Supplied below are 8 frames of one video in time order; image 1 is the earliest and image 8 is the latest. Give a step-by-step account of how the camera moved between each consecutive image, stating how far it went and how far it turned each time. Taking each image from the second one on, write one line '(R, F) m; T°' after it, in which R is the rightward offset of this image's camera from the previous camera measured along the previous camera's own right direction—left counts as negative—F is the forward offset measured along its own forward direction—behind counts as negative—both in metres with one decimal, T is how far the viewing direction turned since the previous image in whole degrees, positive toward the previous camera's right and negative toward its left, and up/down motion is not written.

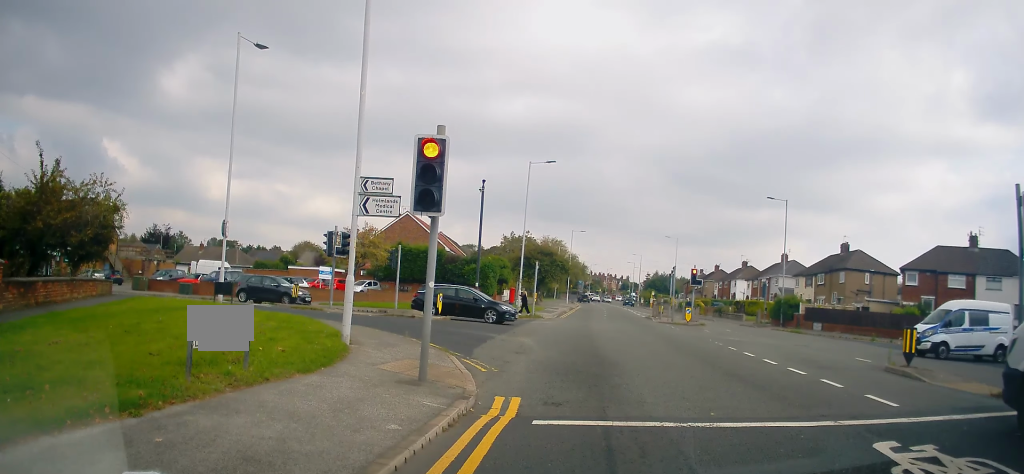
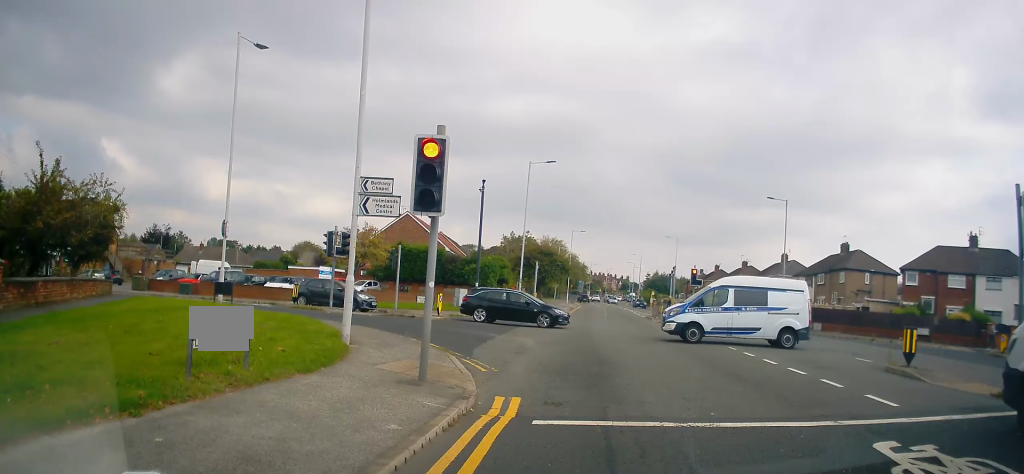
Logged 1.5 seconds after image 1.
(0.0, 0.0) m; 0°
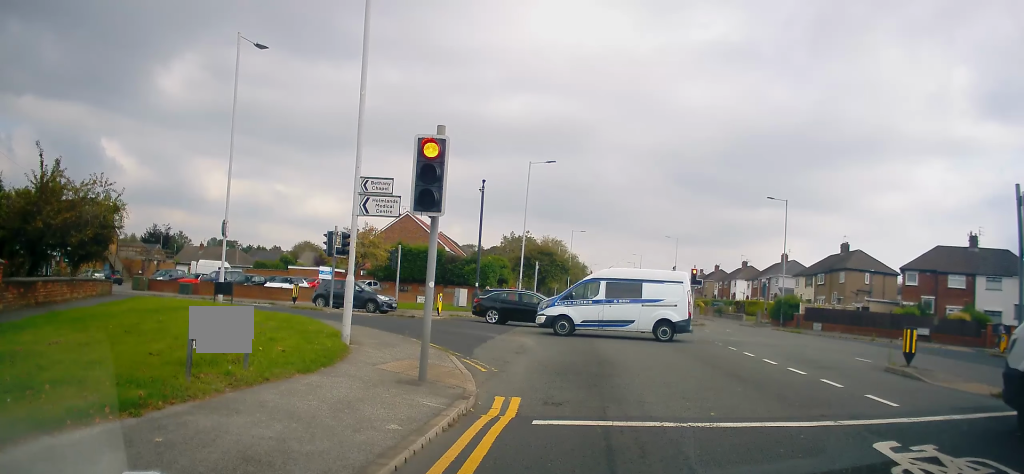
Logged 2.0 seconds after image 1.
(0.0, 0.0) m; 0°
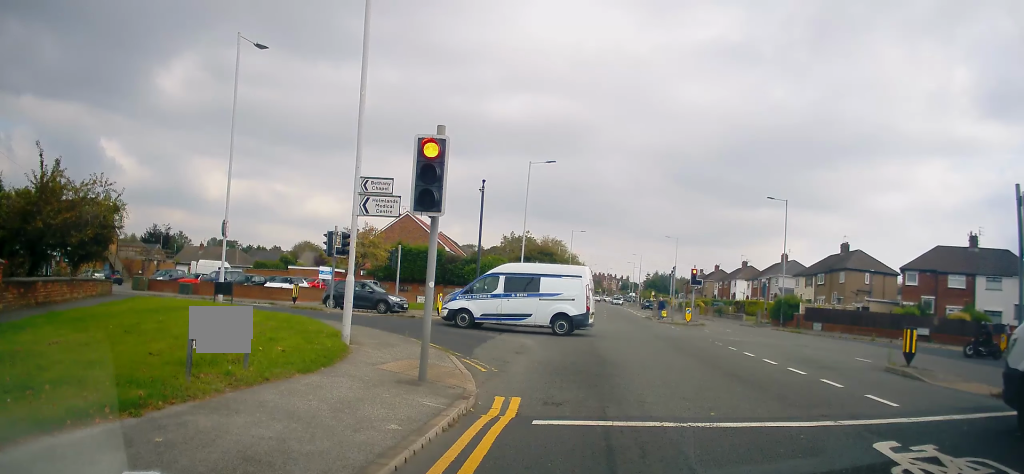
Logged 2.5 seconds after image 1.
(0.0, 0.0) m; 0°
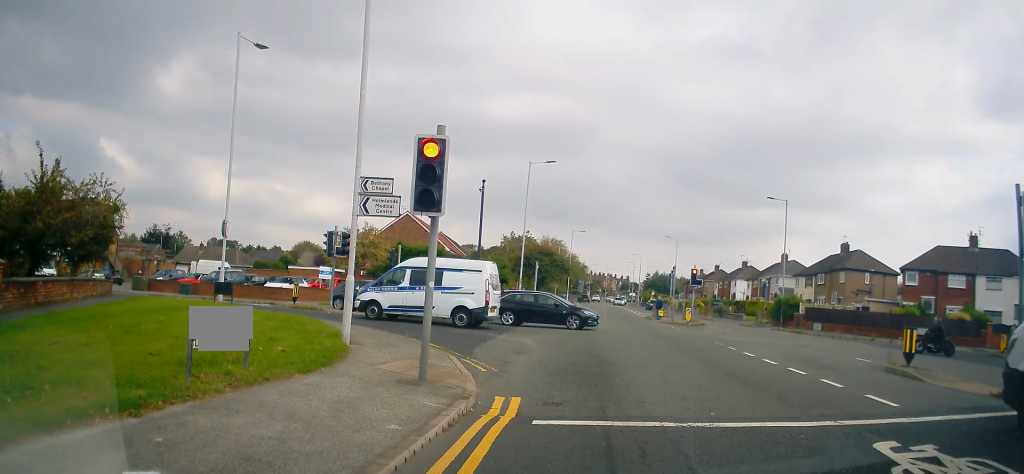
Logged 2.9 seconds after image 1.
(0.0, 0.0) m; 0°
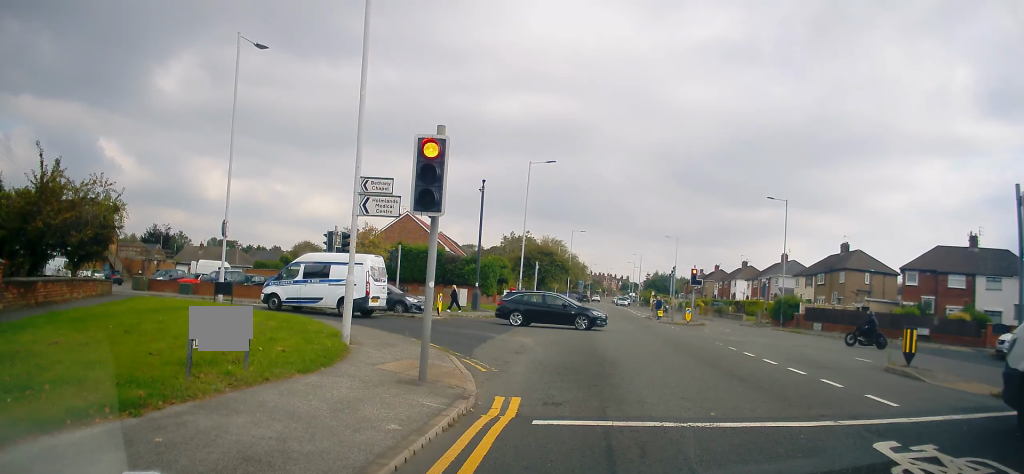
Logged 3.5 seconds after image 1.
(0.0, 0.0) m; 0°
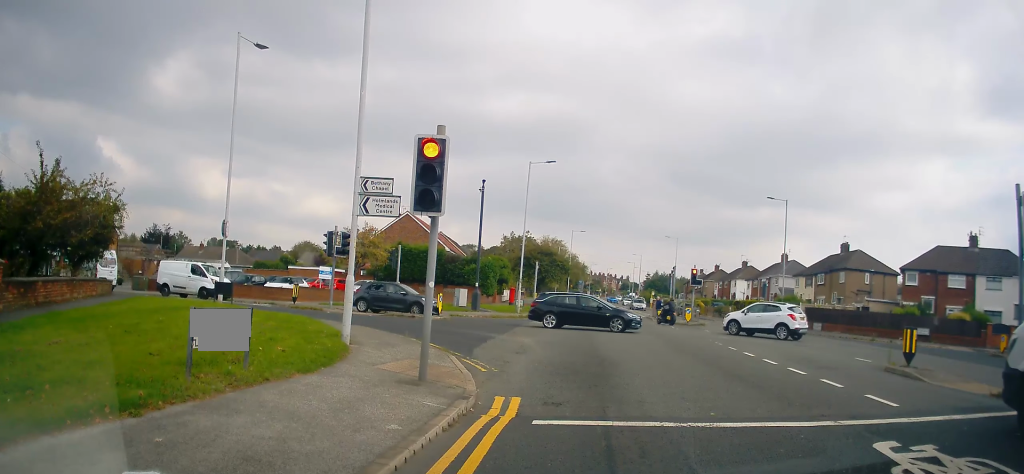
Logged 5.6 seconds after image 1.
(0.0, 0.0) m; 0°
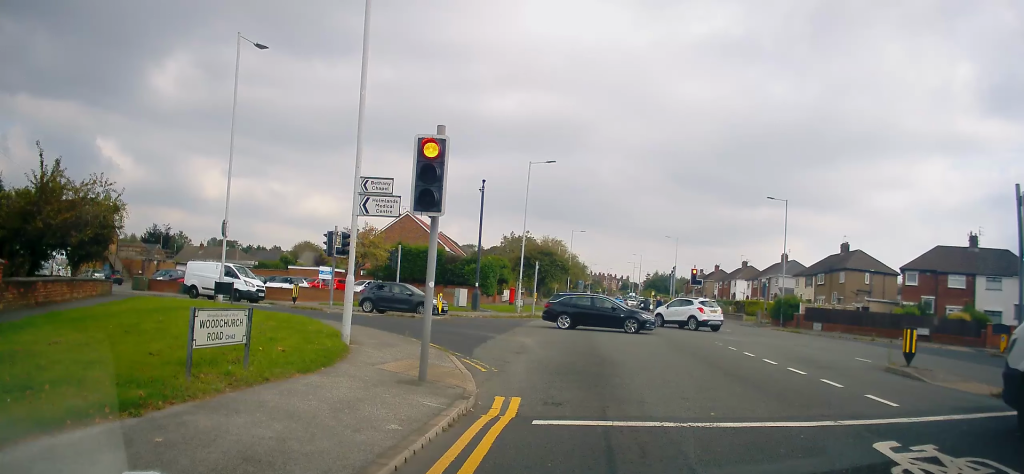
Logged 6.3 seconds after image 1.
(0.0, 0.0) m; 0°
